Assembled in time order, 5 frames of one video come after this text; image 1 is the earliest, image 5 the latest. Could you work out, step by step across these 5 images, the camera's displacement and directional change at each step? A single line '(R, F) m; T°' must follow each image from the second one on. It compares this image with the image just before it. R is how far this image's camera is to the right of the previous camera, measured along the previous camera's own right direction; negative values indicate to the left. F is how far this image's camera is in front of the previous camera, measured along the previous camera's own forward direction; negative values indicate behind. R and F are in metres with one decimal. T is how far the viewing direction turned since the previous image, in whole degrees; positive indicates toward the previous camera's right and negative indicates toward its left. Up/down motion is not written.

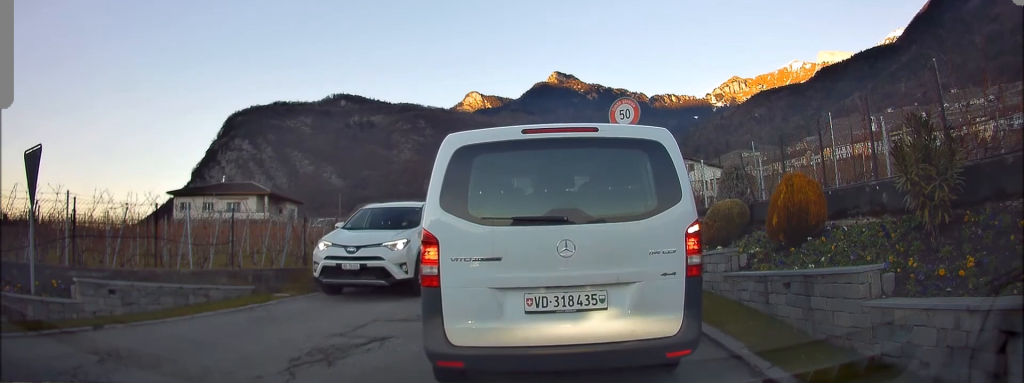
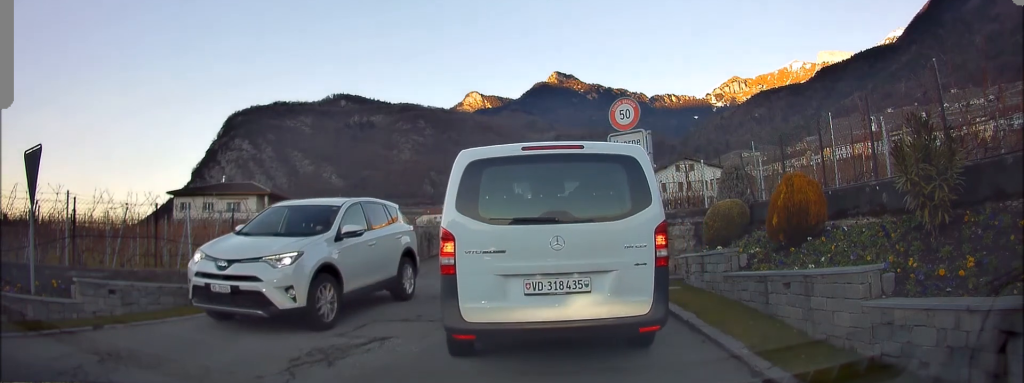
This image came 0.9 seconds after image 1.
(0.0, 0.0) m; 0°
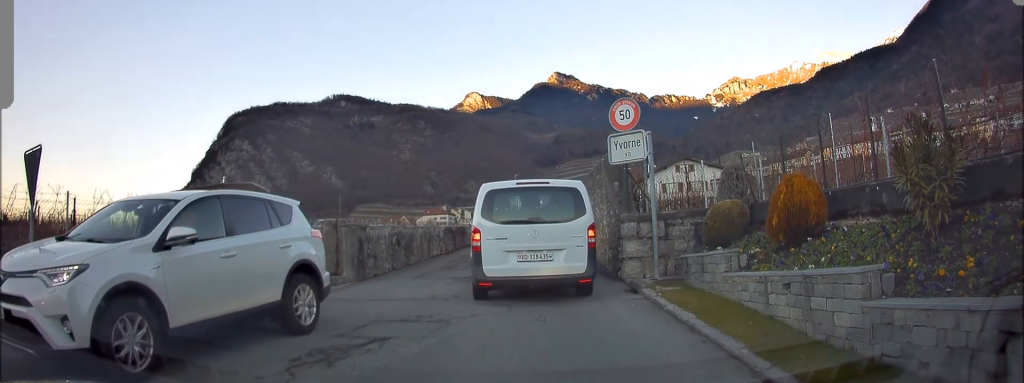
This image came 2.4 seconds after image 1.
(+0.1, +0.3) m; 0°
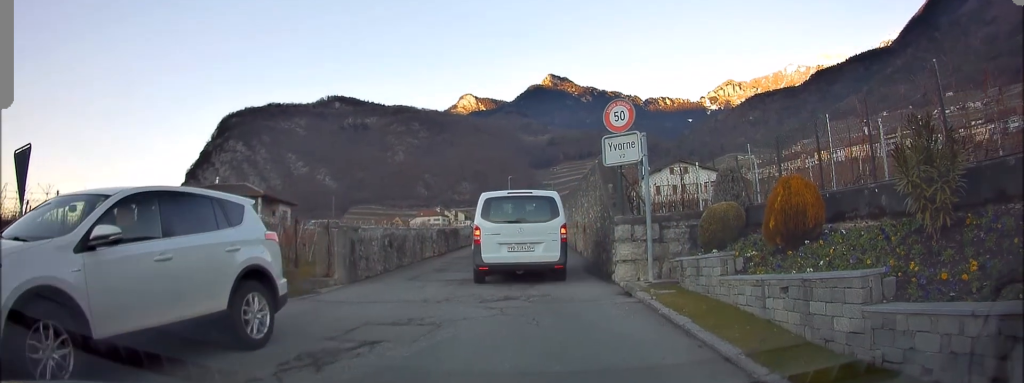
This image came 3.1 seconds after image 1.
(0.0, 0.0) m; 0°
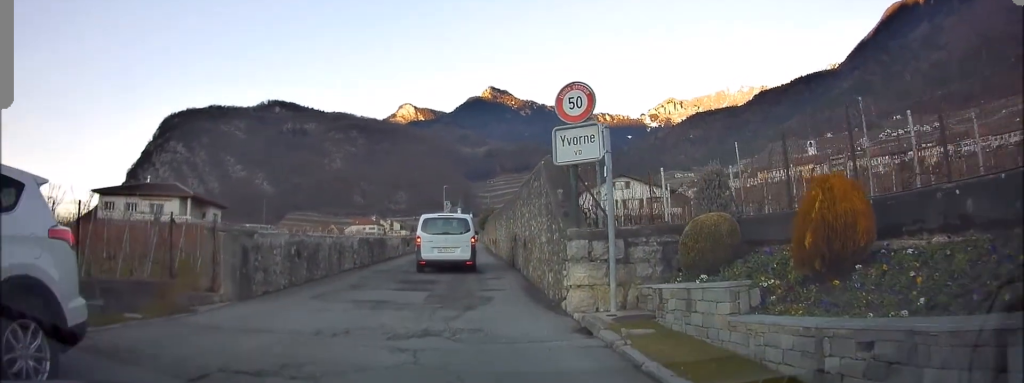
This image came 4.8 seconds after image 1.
(+0.3, +1.4) m; +6°
